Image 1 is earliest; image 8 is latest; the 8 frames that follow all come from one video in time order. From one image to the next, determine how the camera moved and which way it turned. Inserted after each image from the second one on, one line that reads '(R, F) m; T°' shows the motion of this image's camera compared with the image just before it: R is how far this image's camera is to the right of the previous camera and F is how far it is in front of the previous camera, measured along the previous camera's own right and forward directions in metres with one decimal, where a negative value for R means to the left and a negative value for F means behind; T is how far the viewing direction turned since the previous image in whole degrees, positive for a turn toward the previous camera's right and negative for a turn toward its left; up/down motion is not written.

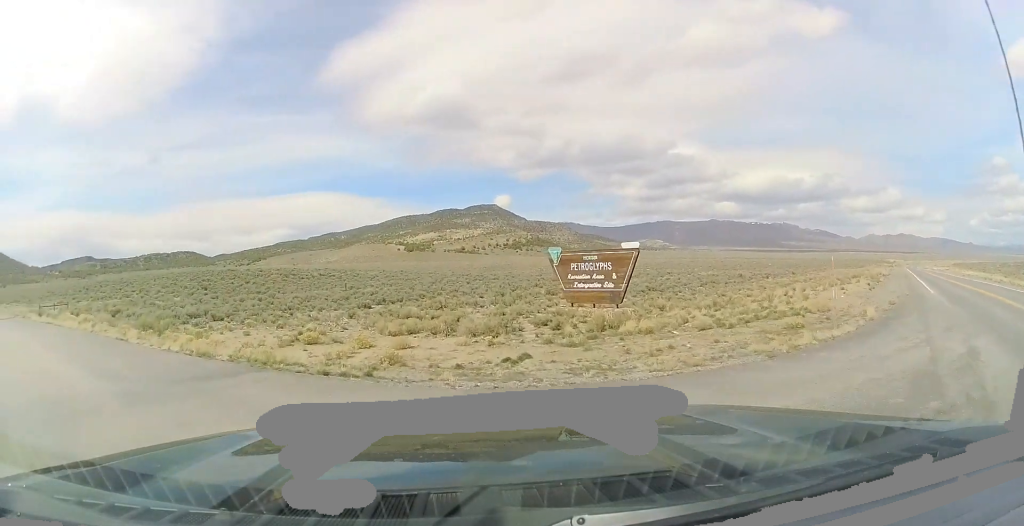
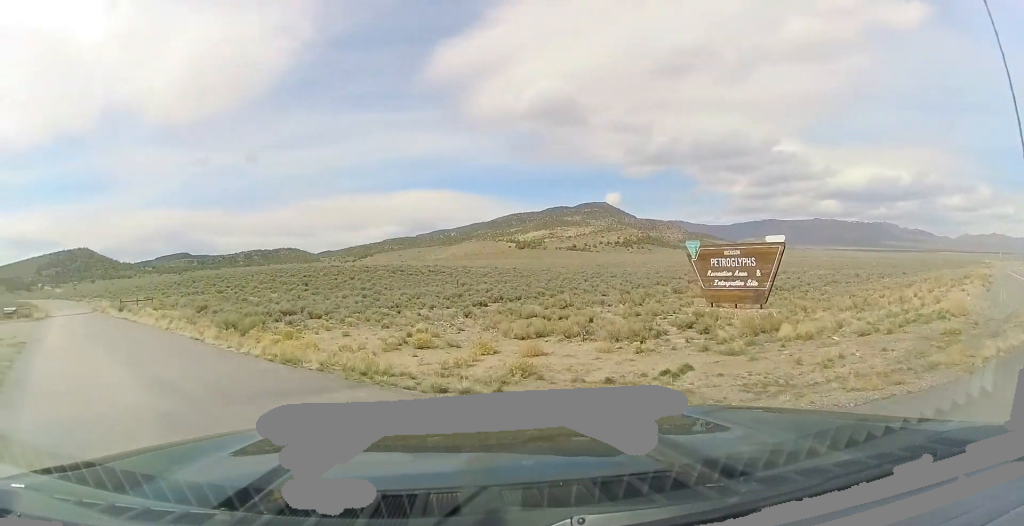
(-0.1, +2.7) m; -11°
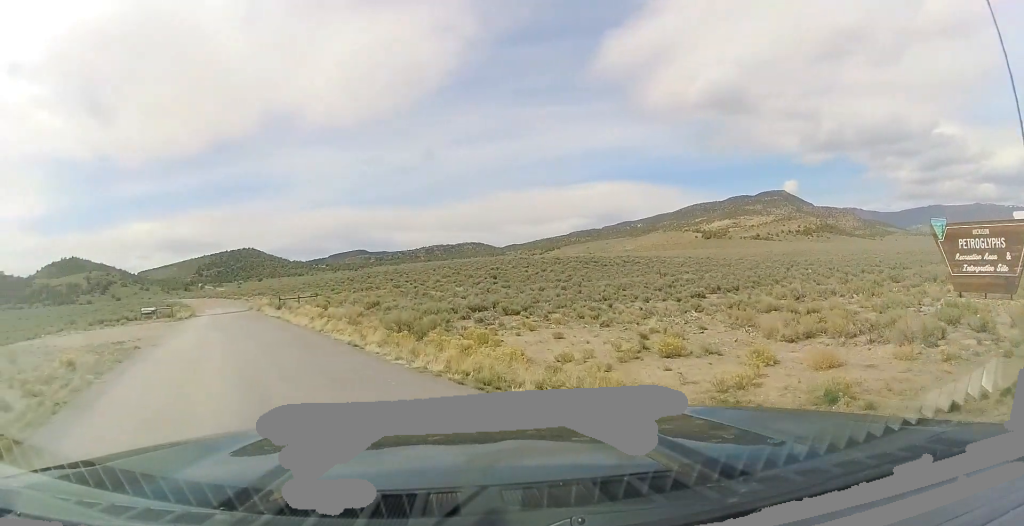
(-0.6, +4.5) m; -22°
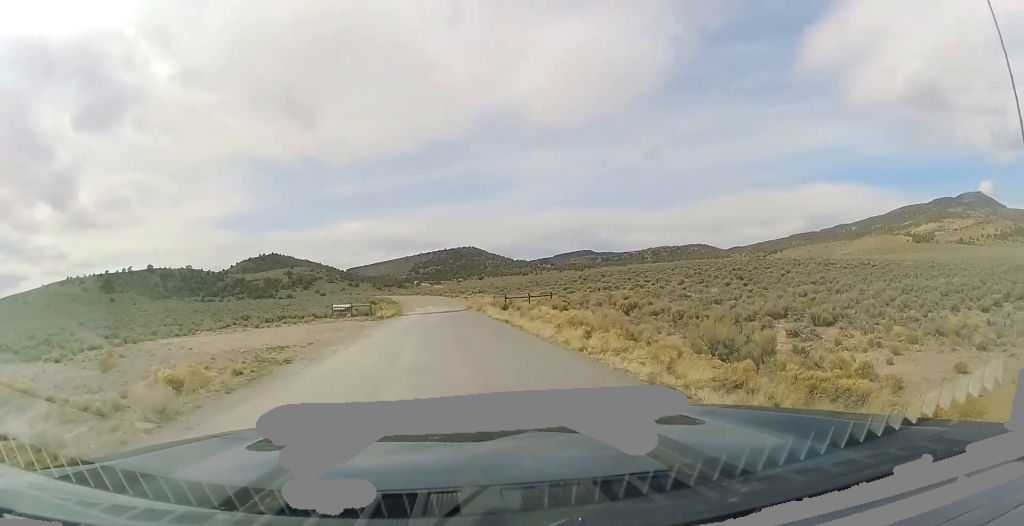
(-2.0, +6.7) m; -26°
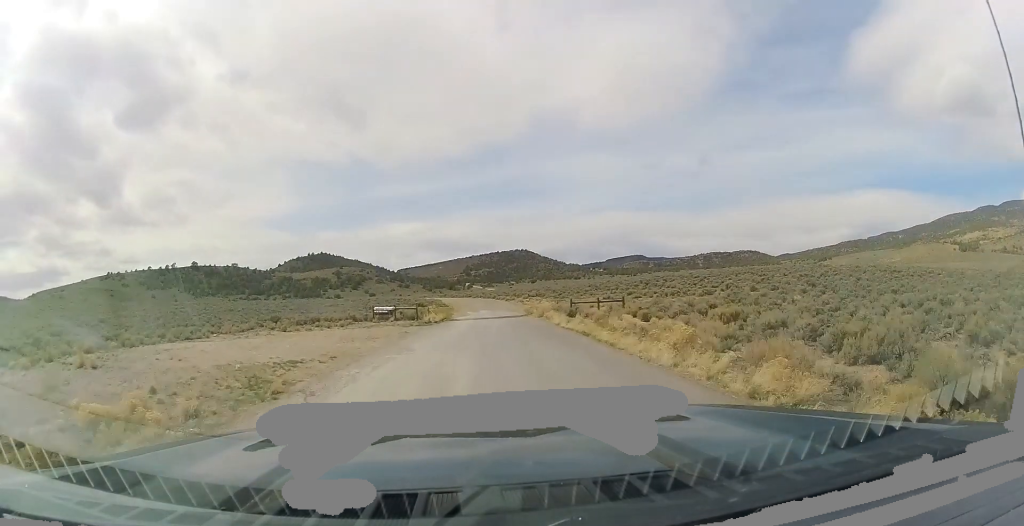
(-0.6, +5.1) m; -12°
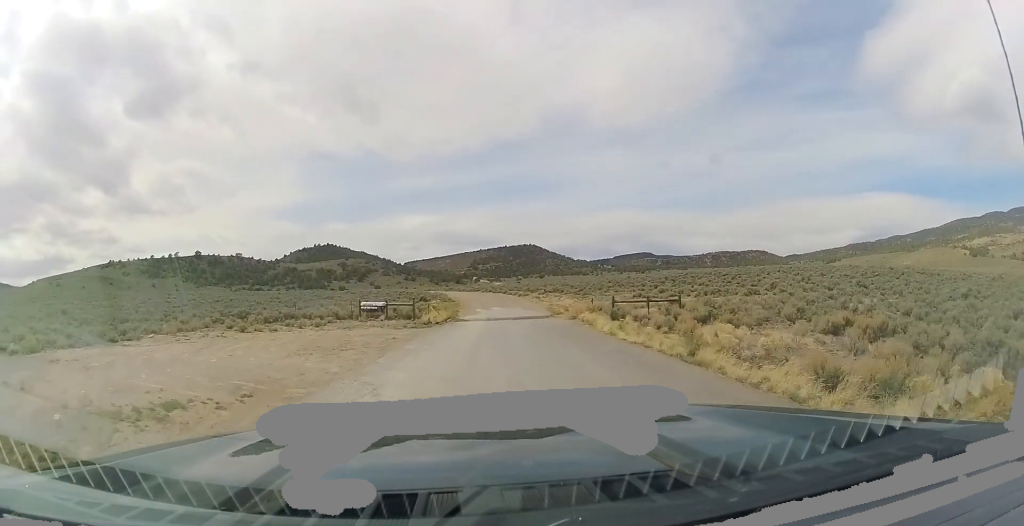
(-0.2, +9.0) m; +7°
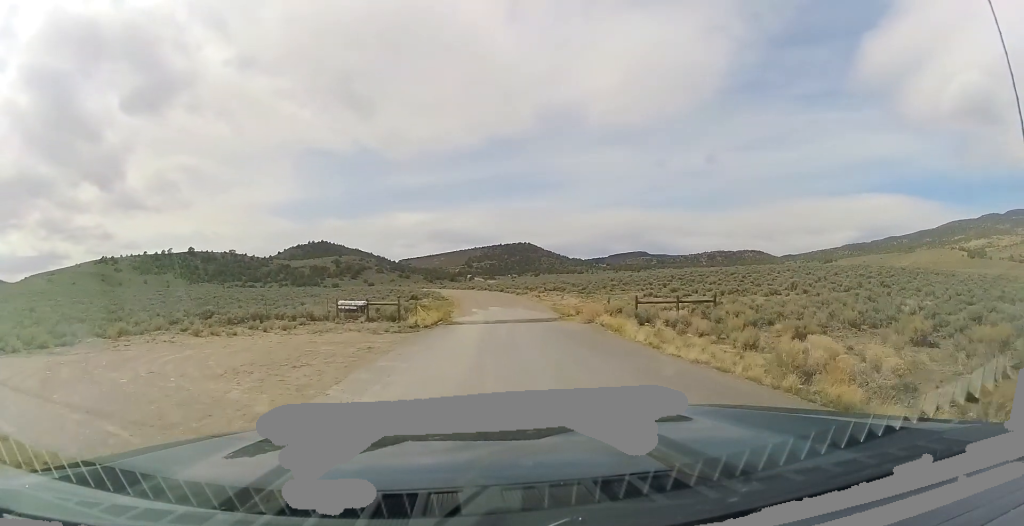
(+0.6, +5.3) m; +8°
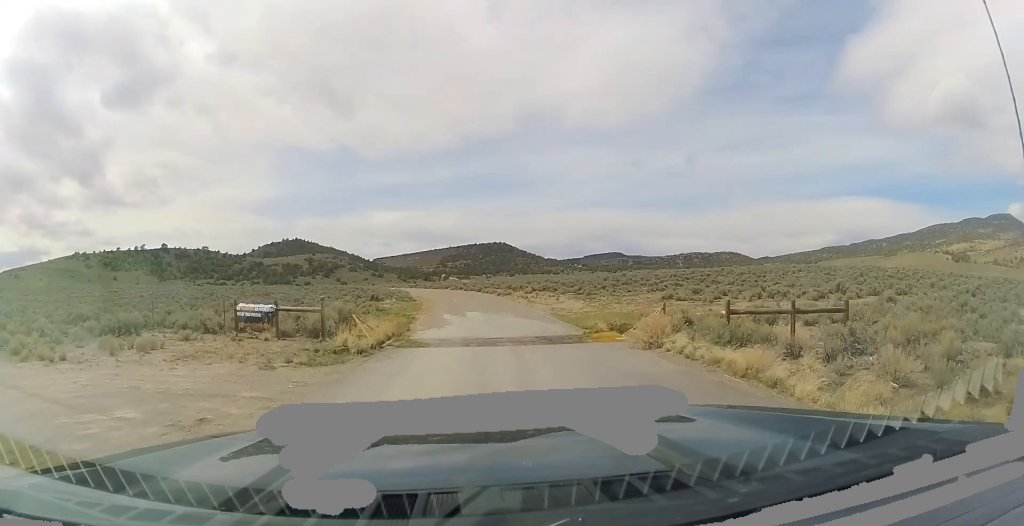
(+0.3, +12.2) m; -1°
